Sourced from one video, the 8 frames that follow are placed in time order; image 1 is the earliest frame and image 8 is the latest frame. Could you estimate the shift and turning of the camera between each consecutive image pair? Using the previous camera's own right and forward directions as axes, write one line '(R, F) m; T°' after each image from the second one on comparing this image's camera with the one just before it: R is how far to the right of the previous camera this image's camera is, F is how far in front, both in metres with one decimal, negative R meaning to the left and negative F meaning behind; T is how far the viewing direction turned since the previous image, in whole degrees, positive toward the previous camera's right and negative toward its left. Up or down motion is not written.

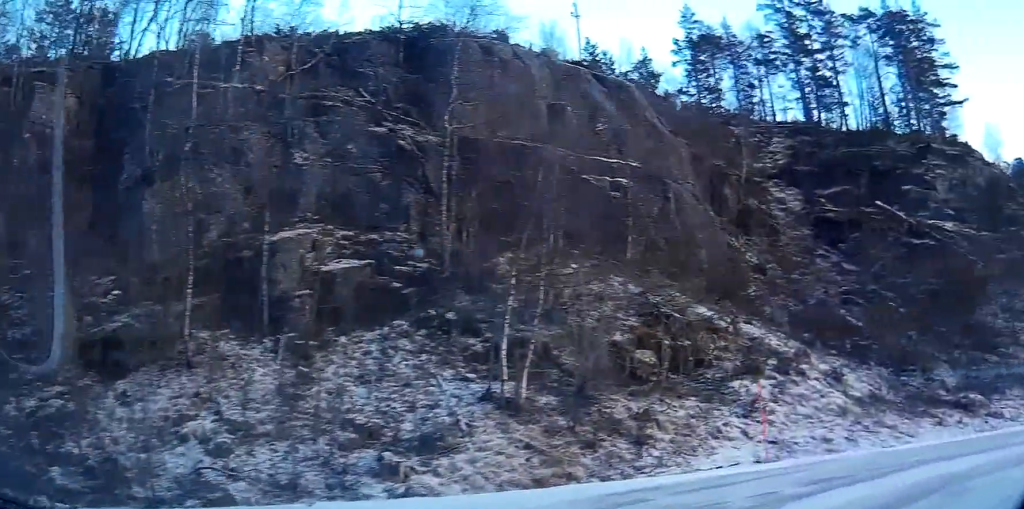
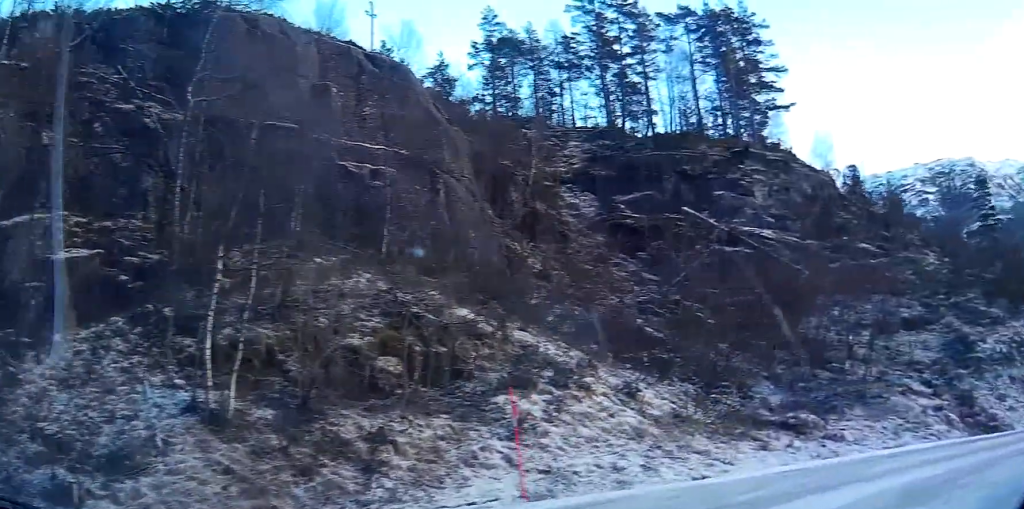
(+0.3, +4.8) m; +5°
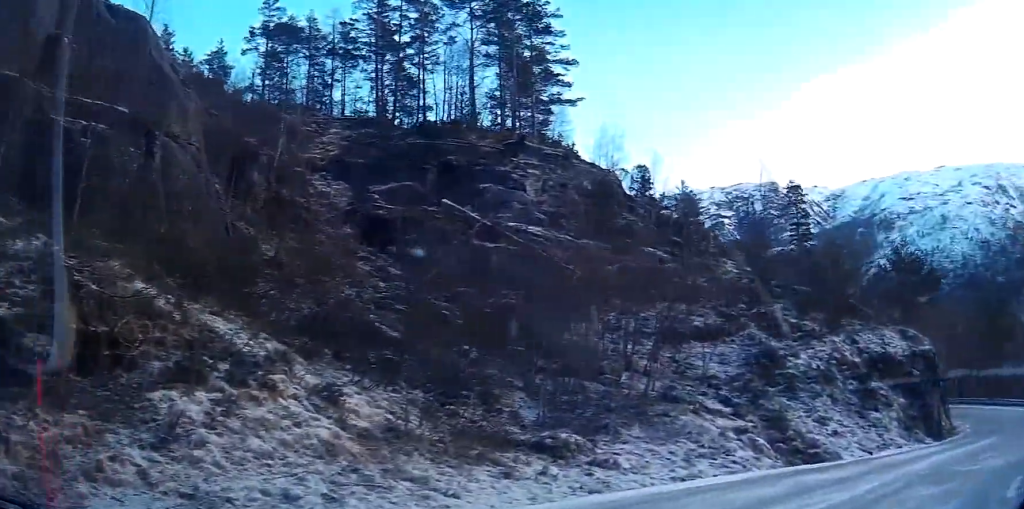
(+0.2, +5.8) m; +12°
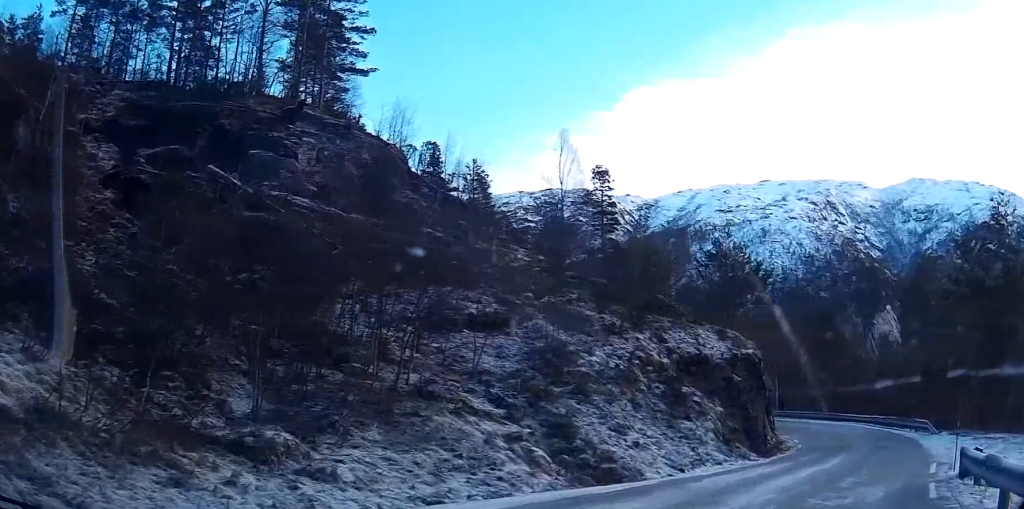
(+1.0, +5.8) m; +16°
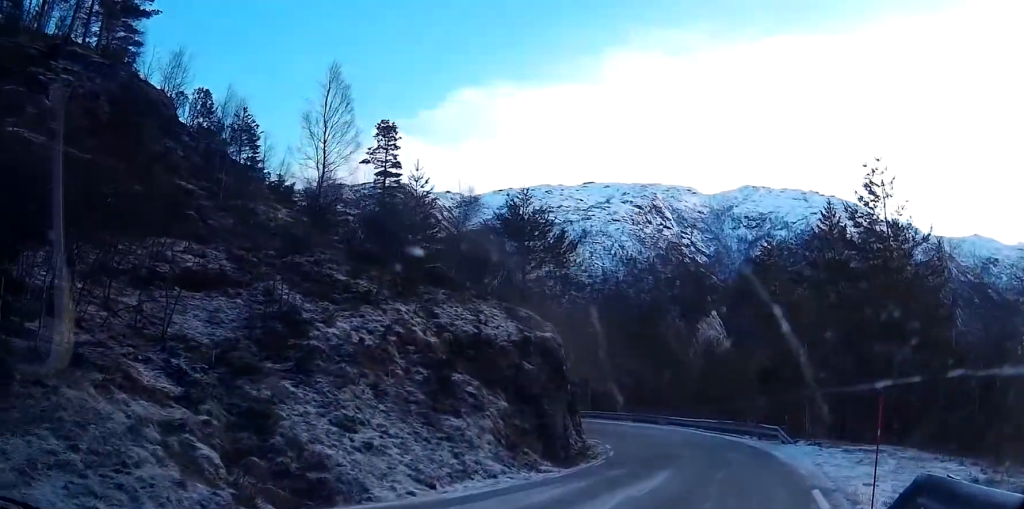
(+1.3, +8.3) m; +12°
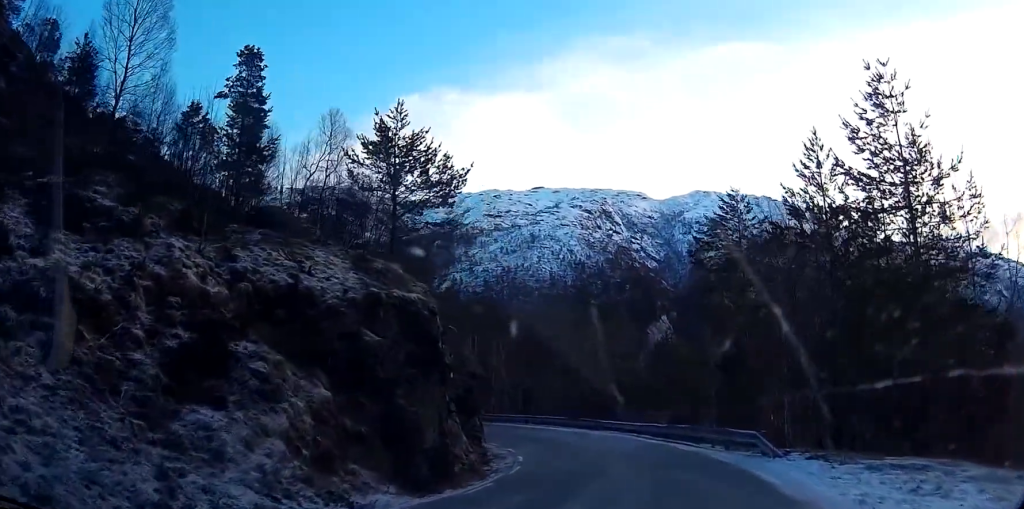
(-0.1, +12.4) m; -2°
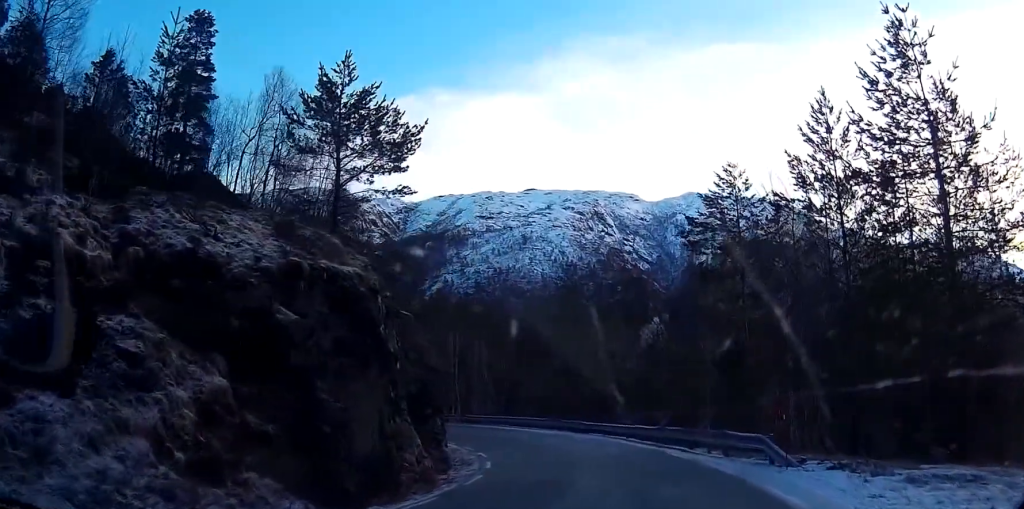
(0.0, +5.0) m; 0°
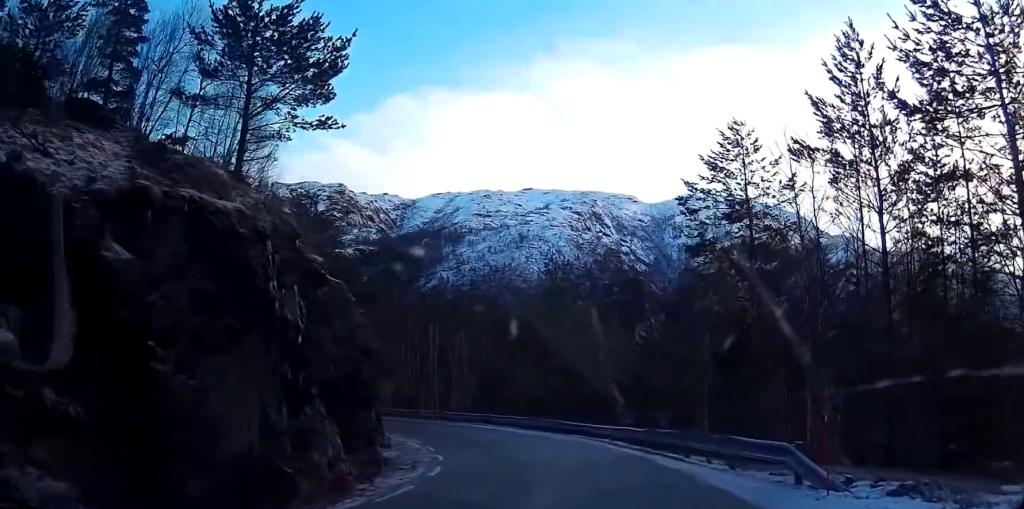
(+0.1, +6.7) m; +1°
